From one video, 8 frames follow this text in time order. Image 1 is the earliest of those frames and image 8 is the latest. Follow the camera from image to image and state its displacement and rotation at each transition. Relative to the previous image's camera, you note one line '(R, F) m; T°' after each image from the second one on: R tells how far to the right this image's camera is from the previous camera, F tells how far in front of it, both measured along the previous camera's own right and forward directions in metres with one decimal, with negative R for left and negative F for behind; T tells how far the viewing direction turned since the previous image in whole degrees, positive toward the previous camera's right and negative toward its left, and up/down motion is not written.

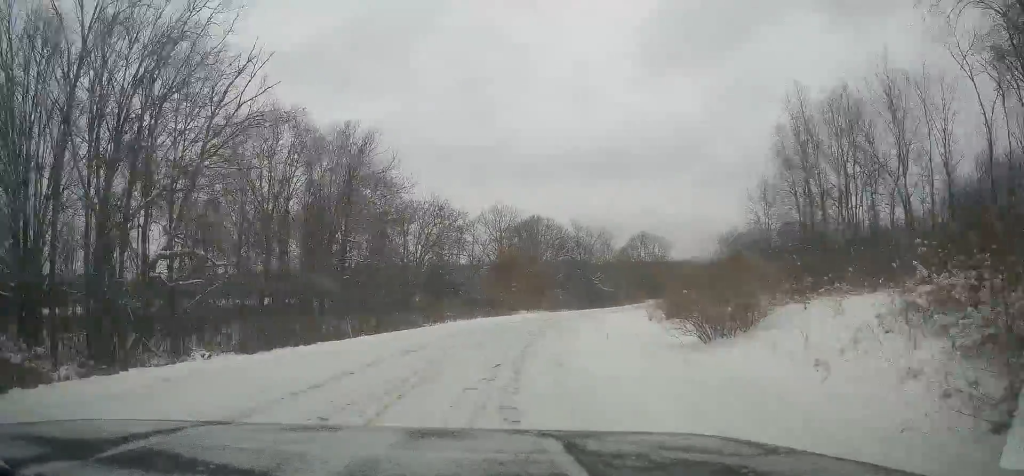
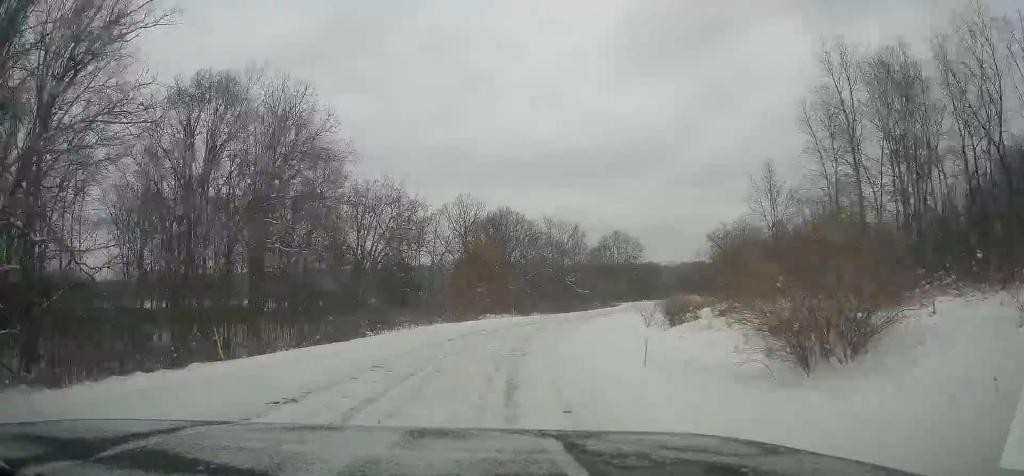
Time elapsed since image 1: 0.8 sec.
(-0.1, +9.3) m; +2°
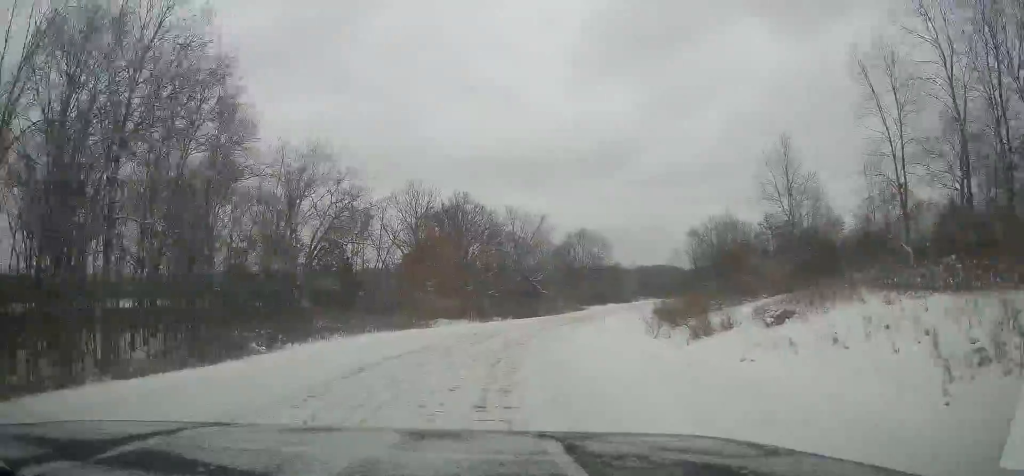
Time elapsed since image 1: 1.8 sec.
(+0.6, +11.5) m; +5°
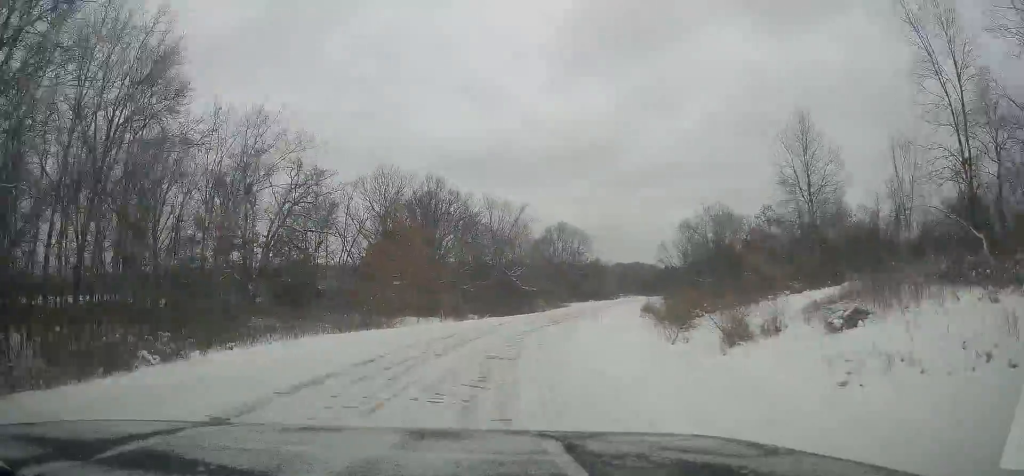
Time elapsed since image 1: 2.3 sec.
(-0.1, +6.8) m; +4°
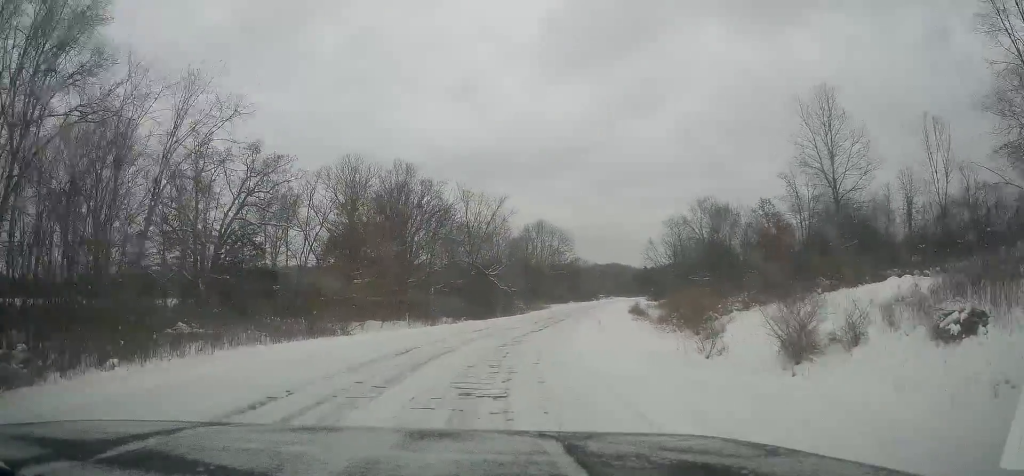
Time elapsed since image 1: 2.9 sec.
(+0.3, +6.5) m; +2°
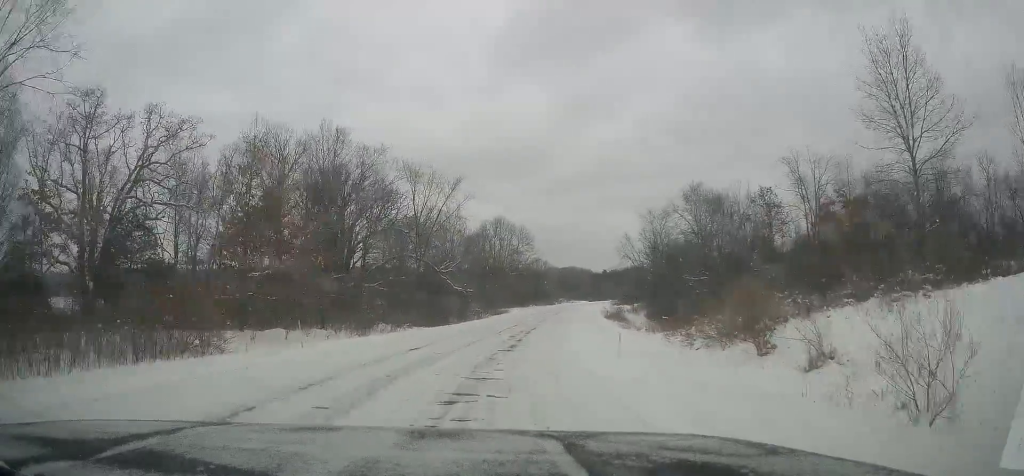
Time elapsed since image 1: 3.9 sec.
(+0.6, +12.5) m; +3°
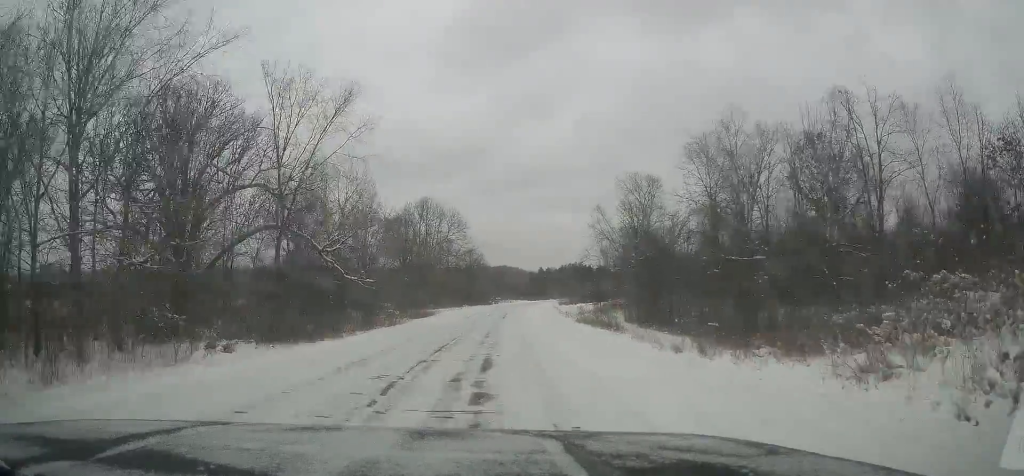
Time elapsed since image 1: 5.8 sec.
(+1.5, +24.5) m; +8°
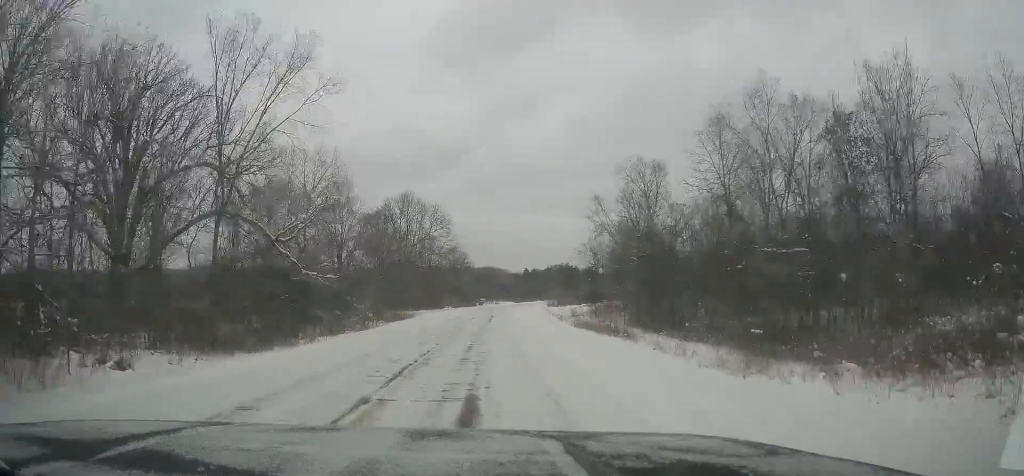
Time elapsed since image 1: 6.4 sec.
(+0.2, +6.7) m; 0°
